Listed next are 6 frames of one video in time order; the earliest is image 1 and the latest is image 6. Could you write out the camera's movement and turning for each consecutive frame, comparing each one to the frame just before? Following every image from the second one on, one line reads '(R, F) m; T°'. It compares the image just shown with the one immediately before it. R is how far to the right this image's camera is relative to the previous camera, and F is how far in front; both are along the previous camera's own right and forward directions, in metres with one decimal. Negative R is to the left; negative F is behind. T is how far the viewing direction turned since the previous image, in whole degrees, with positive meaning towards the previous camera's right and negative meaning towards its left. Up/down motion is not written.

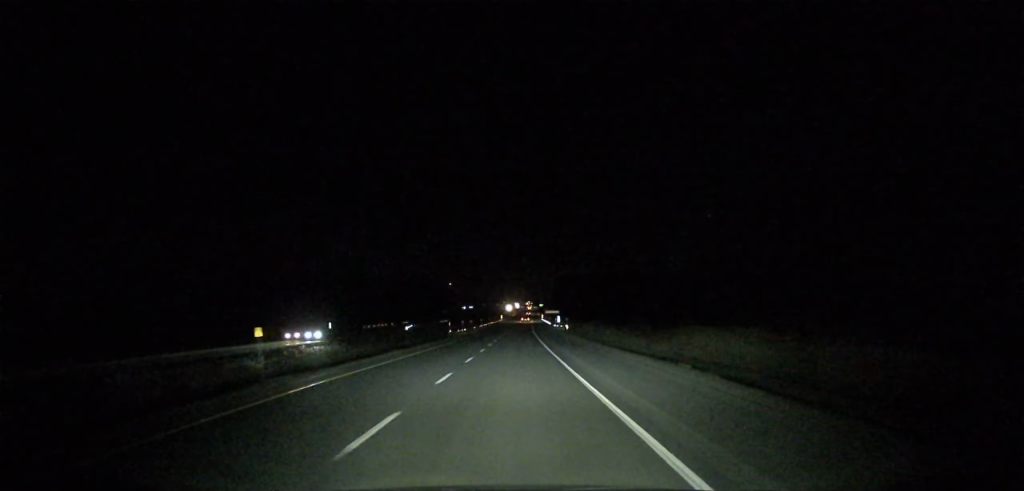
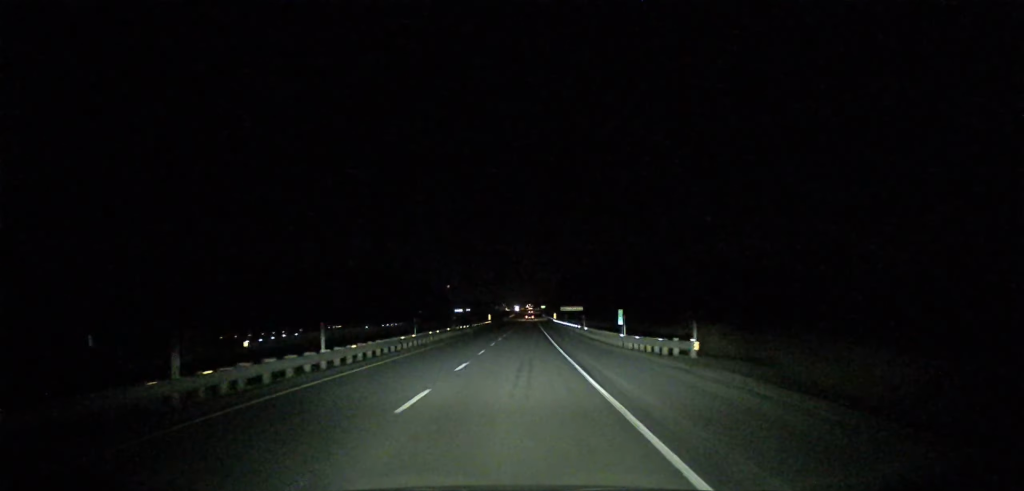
(+0.3, +75.8) m; 0°
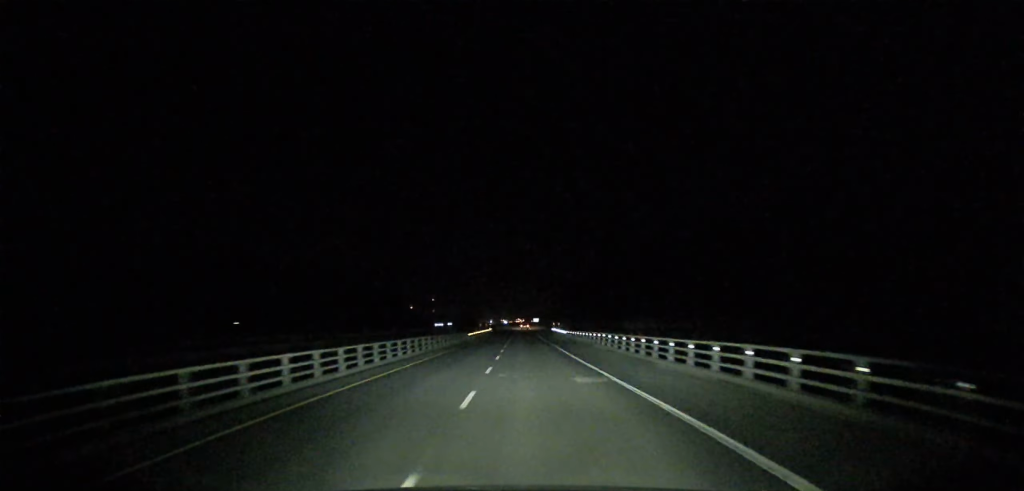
(+0.6, +149.1) m; 0°
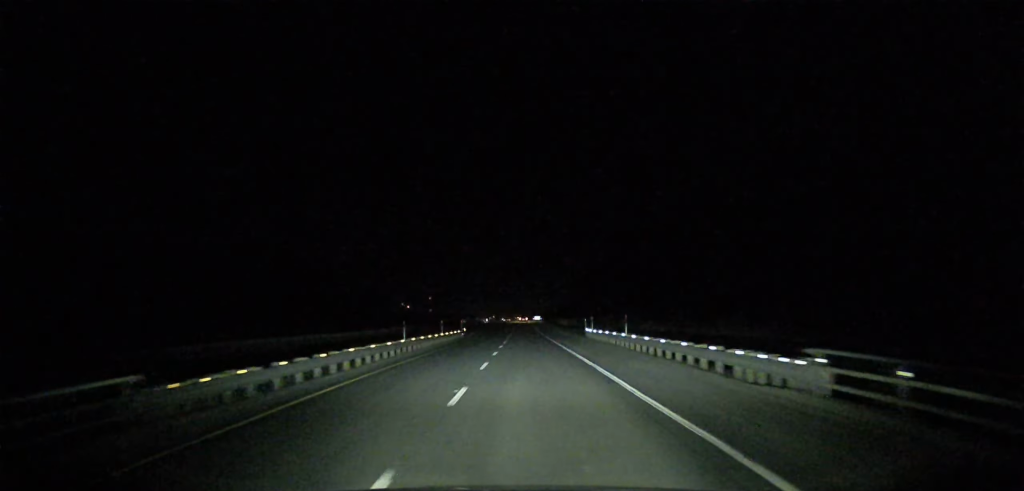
(+0.5, +70.3) m; 0°
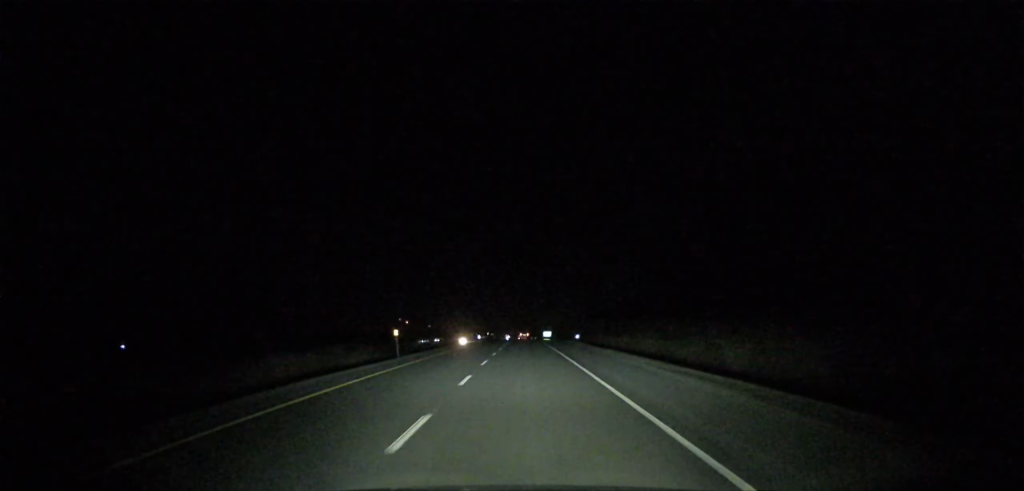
(+0.2, +152.2) m; 0°
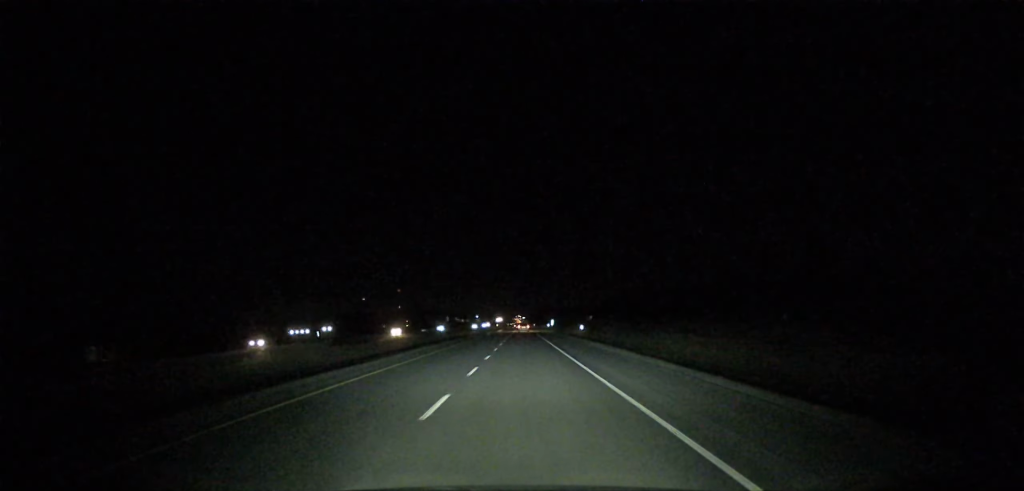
(+0.1, +520.0) m; 0°
